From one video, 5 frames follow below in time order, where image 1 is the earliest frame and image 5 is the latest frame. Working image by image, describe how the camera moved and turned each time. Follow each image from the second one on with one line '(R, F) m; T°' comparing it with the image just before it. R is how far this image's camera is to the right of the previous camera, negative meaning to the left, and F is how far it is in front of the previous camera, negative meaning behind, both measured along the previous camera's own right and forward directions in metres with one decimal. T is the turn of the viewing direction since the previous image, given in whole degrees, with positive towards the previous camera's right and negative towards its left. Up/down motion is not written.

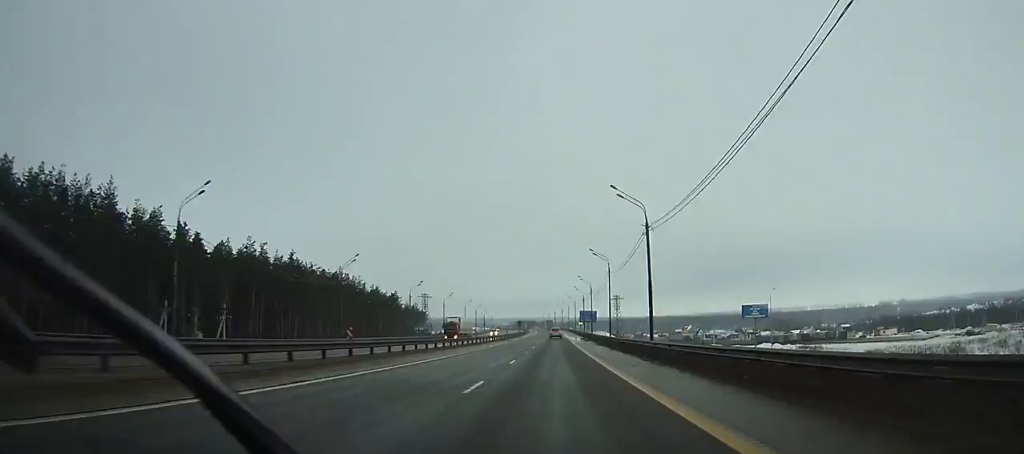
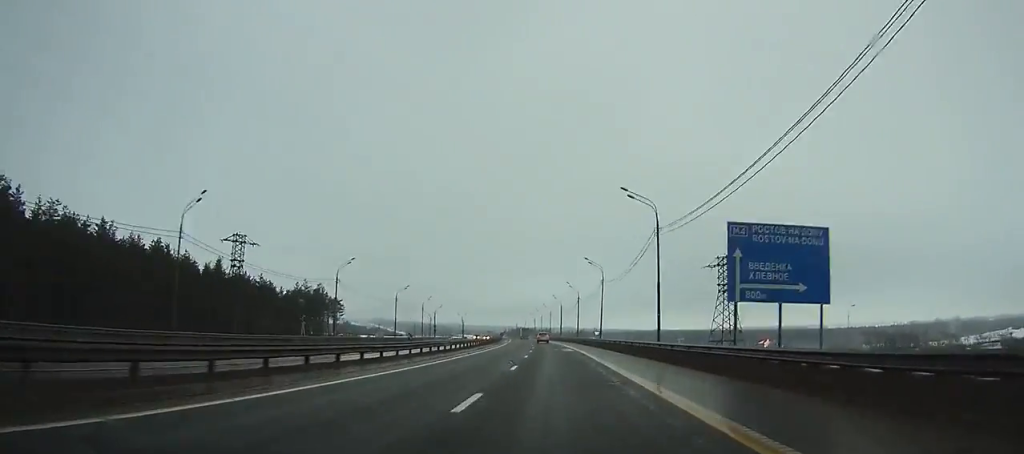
(+0.1, +146.9) m; -1°
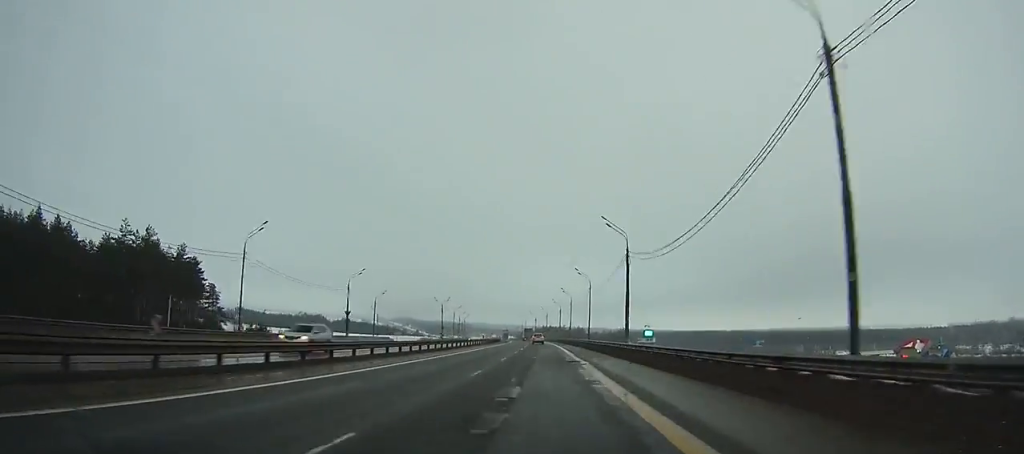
(-1.9, +101.5) m; -3°
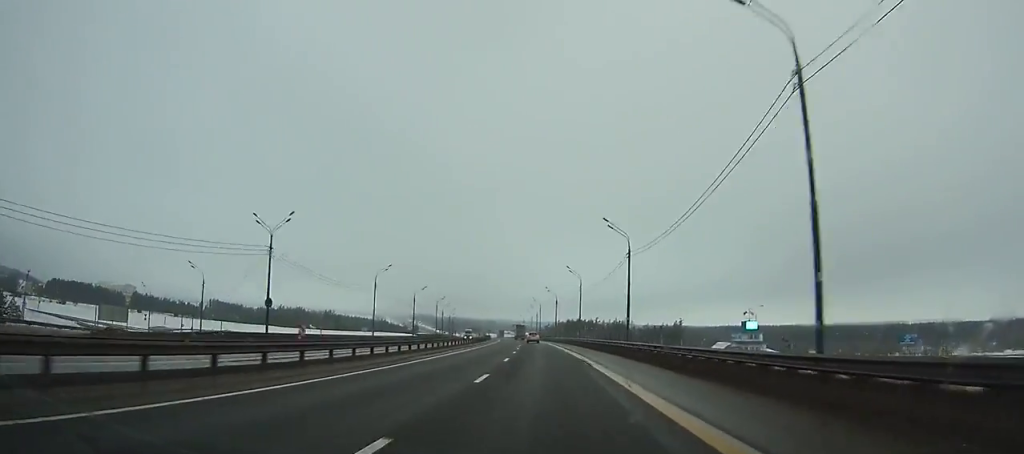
(-3.0, +108.3) m; -3°
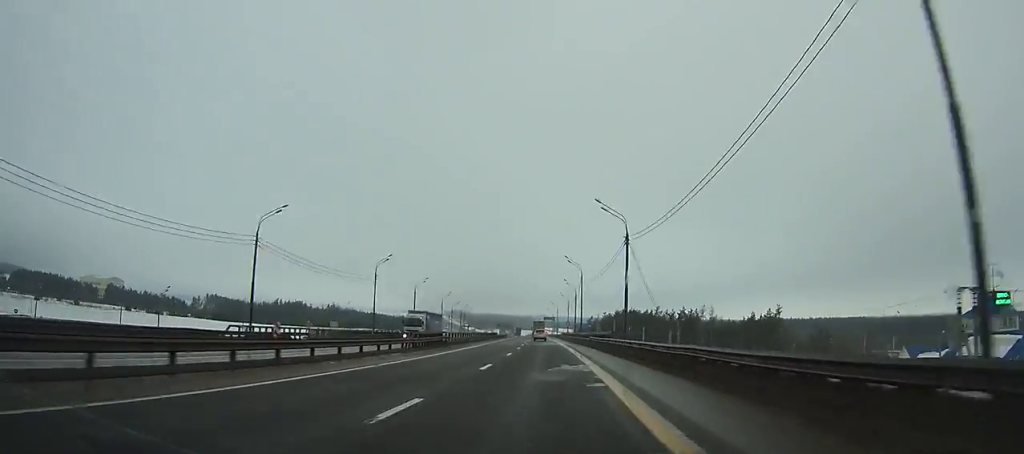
(-1.7, +78.7) m; -3°
